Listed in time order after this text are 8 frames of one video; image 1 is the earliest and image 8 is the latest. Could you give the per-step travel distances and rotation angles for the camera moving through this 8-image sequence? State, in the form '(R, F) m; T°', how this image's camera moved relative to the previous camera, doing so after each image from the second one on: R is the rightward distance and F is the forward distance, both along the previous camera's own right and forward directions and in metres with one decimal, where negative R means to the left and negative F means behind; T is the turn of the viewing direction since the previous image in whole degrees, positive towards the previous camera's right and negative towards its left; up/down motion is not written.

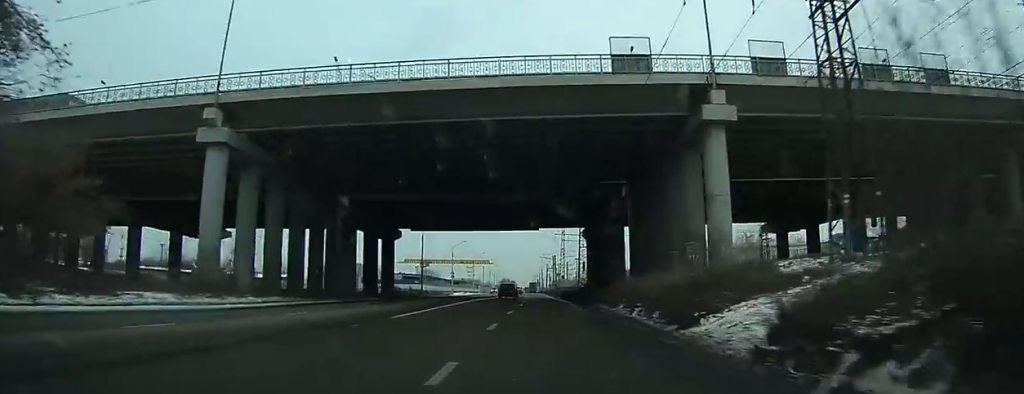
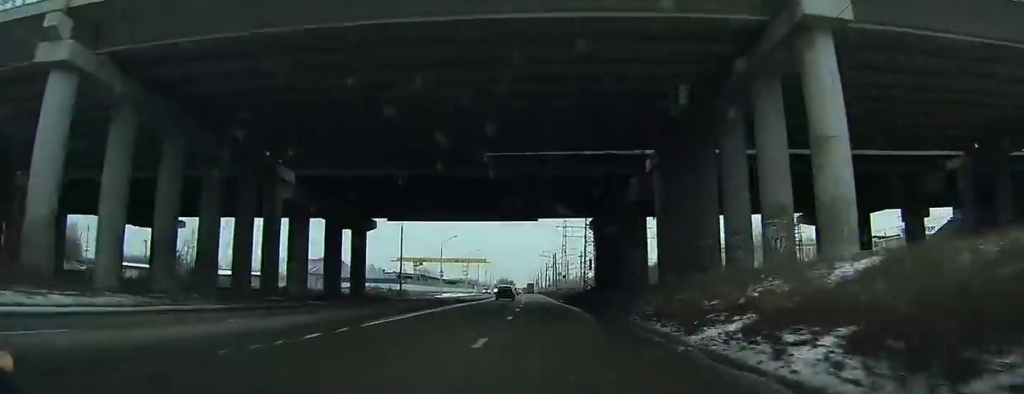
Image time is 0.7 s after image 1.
(+0.1, +11.4) m; 0°
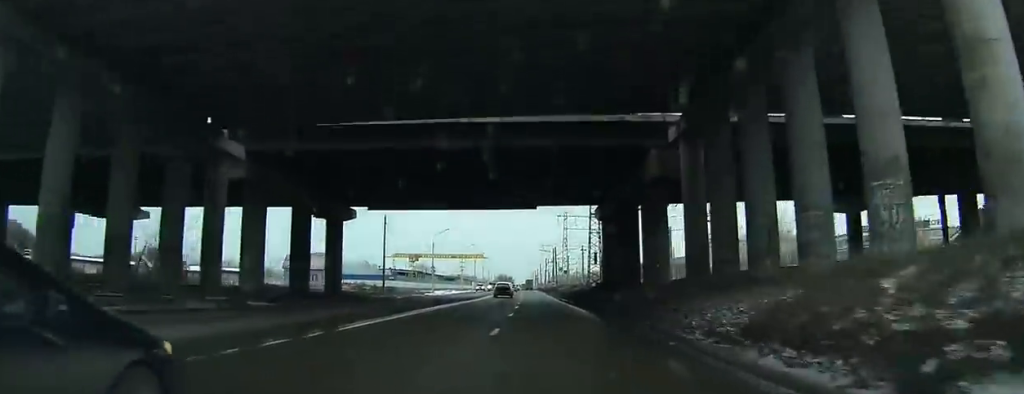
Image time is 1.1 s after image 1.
(0.0, +7.0) m; 0°
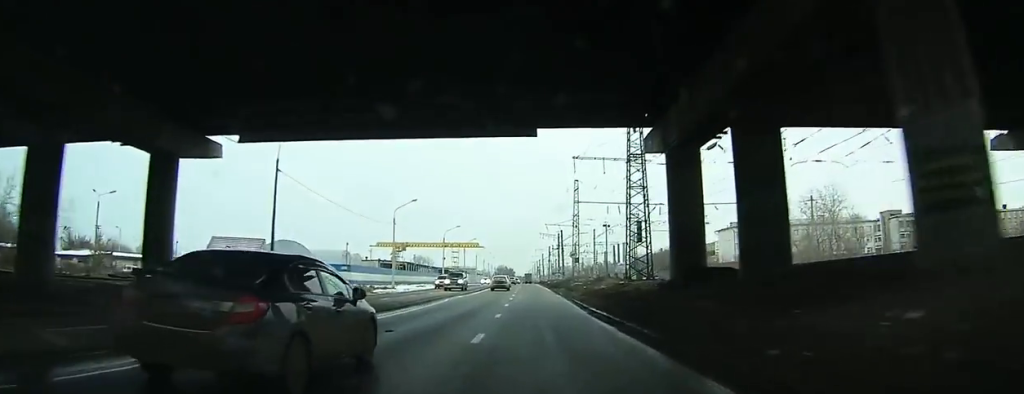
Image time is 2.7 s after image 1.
(0.0, +25.5) m; 0°
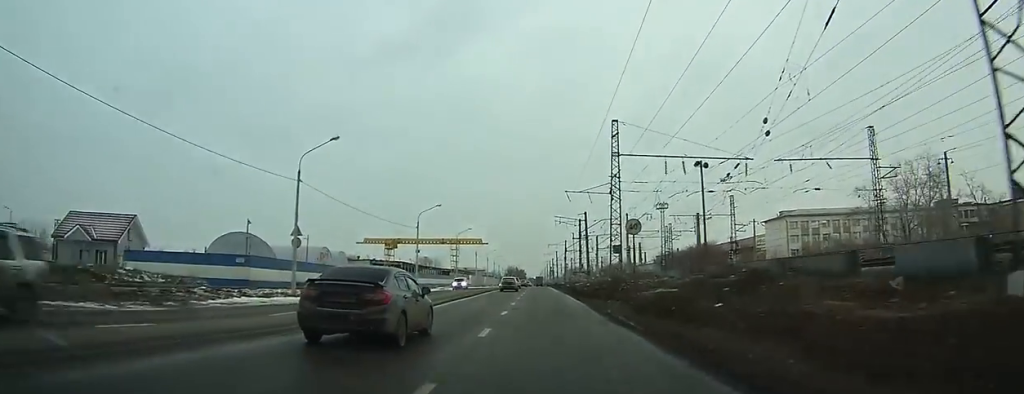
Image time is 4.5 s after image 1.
(-0.3, +28.7) m; -1°
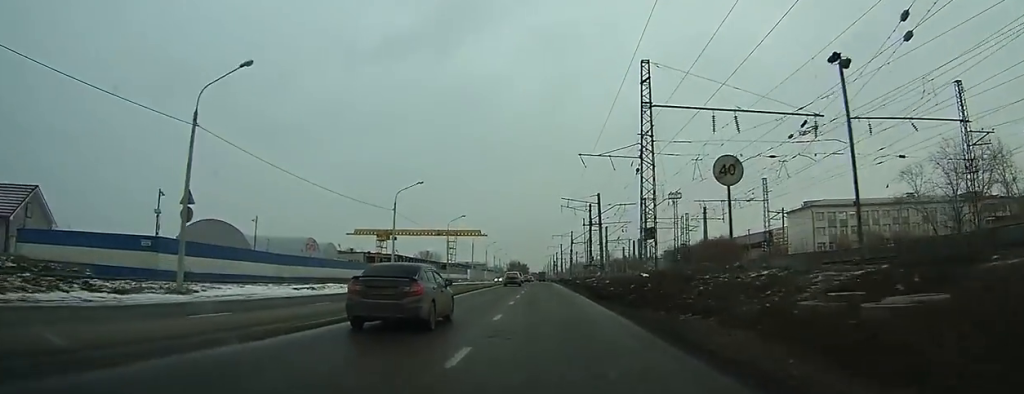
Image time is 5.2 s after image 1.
(-0.1, +12.4) m; 0°
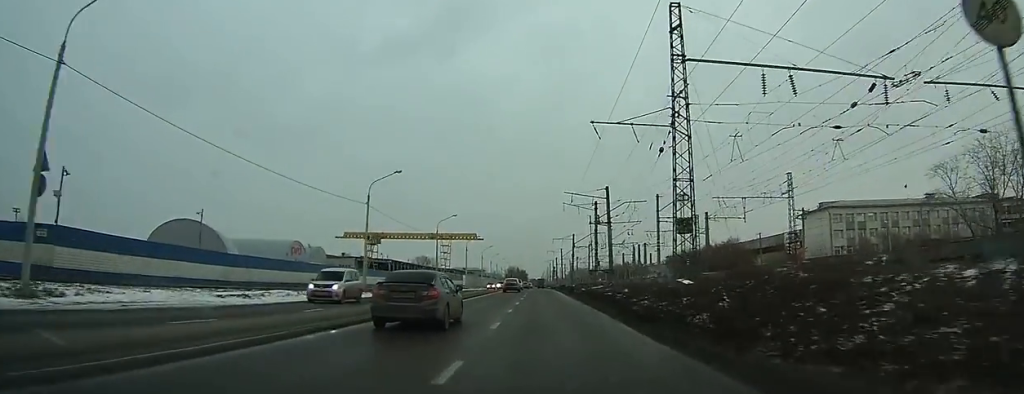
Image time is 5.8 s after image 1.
(0.0, +8.7) m; +1°
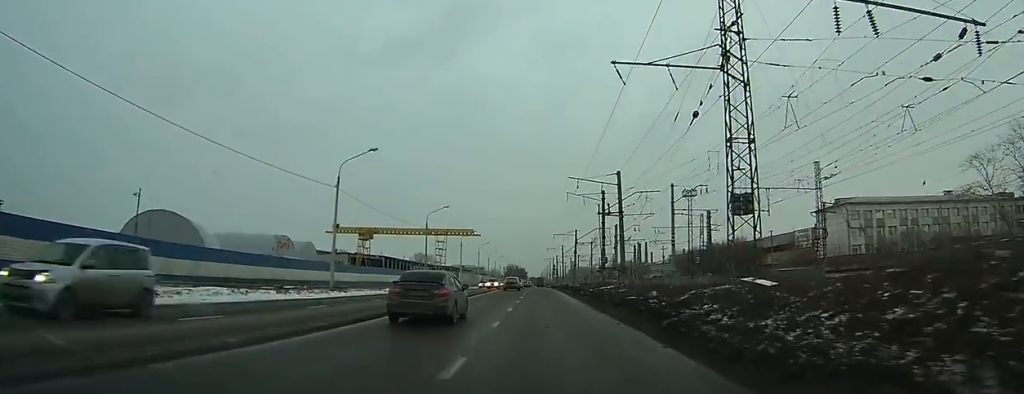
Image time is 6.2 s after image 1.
(0.0, +7.6) m; 0°
